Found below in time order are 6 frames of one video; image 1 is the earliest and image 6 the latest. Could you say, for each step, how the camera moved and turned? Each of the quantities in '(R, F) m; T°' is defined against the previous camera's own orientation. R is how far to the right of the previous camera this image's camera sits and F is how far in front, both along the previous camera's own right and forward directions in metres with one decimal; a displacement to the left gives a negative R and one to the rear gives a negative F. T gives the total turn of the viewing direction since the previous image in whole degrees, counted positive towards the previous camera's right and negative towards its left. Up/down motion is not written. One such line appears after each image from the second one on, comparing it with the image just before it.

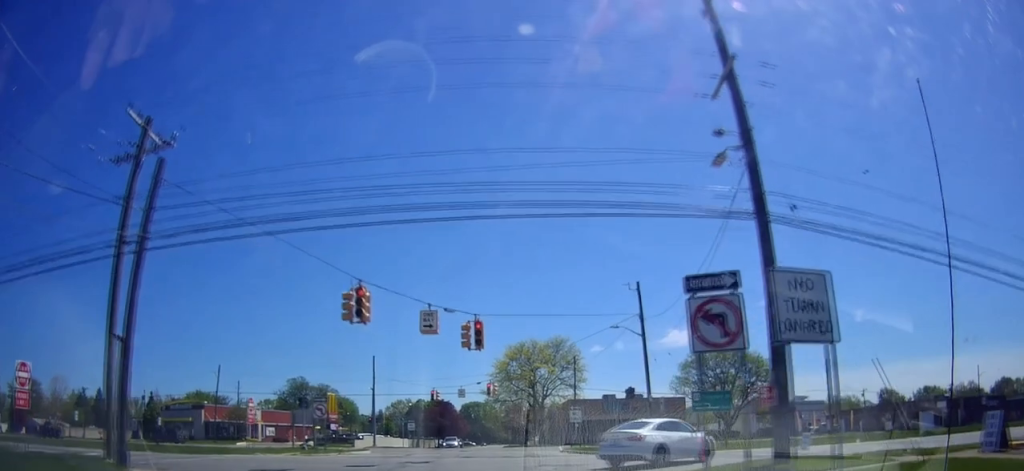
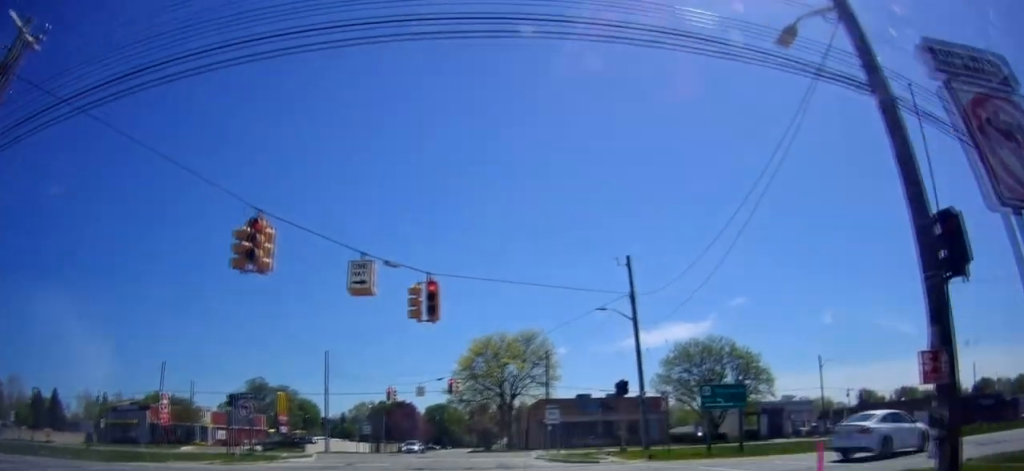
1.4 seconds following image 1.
(+0.4, +6.8) m; +8°
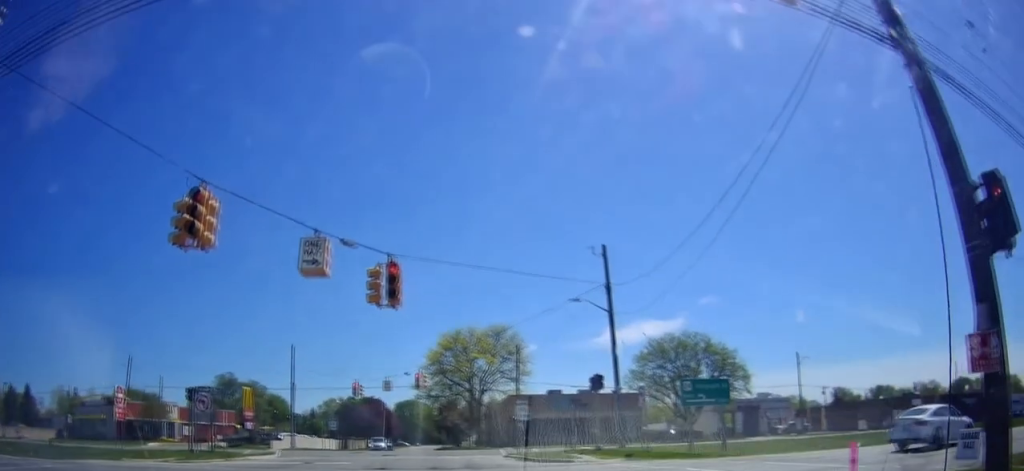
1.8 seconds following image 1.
(0.0, +1.8) m; +5°
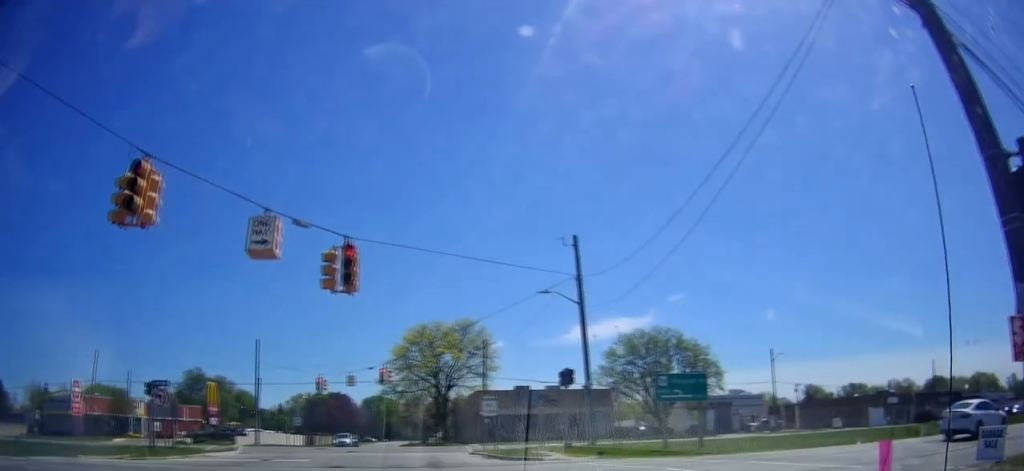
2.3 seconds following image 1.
(-0.1, +2.0) m; +5°
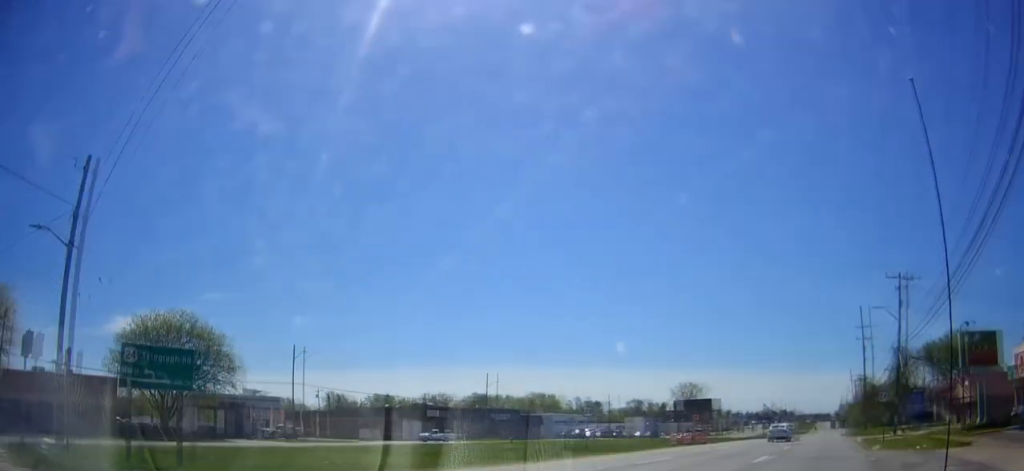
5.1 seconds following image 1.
(+4.7, +9.2) m; +58°
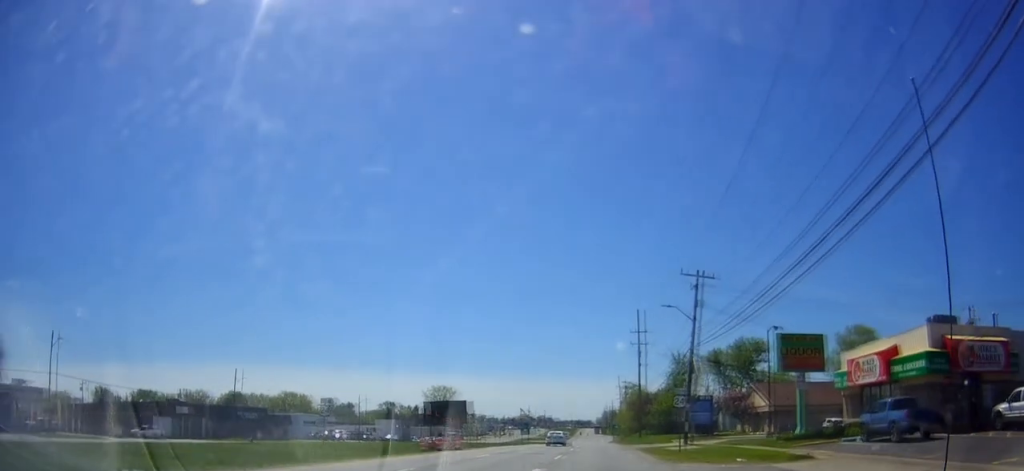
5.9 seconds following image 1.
(+0.9, +4.1) m; +10°
